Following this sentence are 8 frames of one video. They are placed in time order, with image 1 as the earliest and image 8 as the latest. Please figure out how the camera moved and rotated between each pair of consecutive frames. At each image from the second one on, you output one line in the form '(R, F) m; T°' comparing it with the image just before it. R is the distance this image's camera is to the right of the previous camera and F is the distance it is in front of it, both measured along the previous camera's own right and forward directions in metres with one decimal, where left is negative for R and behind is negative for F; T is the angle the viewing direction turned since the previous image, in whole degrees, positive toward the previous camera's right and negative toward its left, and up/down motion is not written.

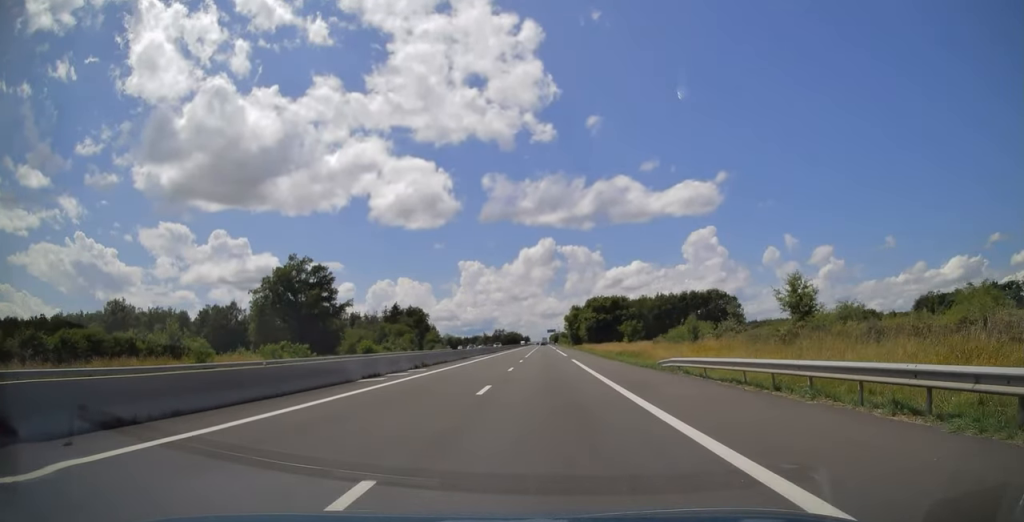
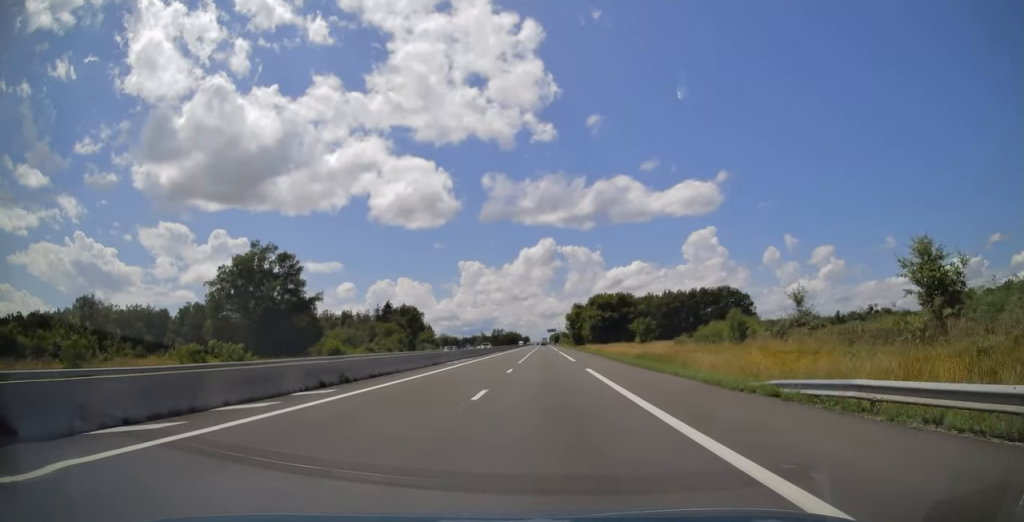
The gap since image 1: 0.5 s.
(-0.2, +14.4) m; 0°
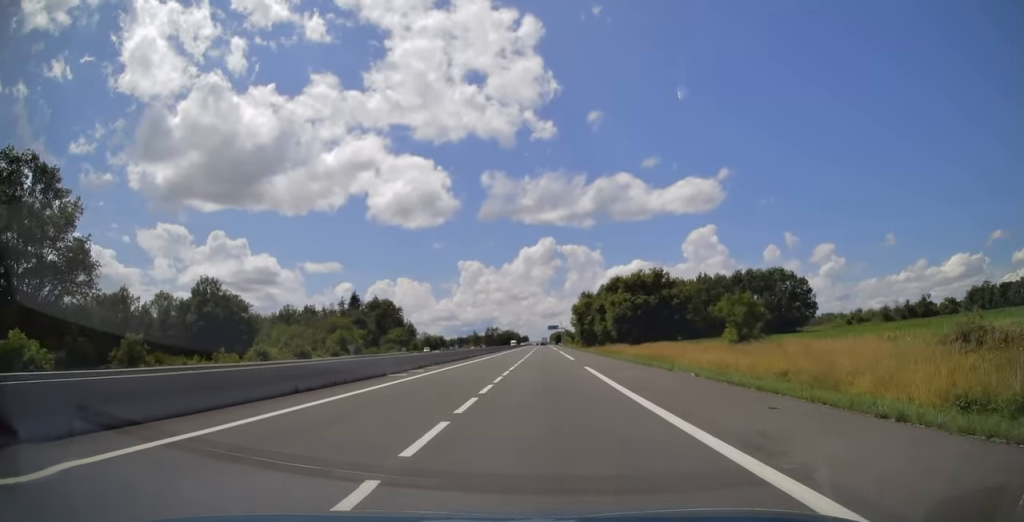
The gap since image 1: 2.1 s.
(+0.6, +50.3) m; +1°
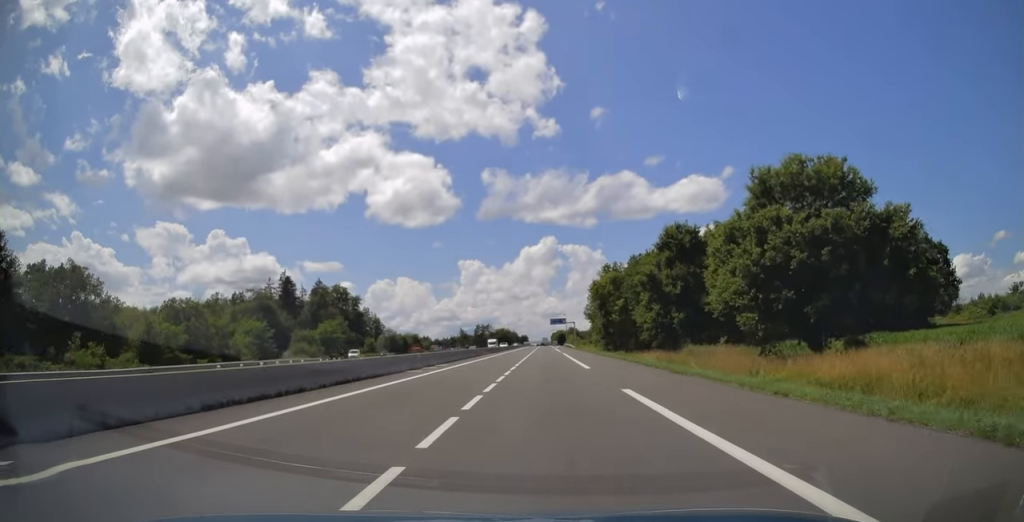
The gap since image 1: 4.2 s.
(0.0, +64.7) m; 0°
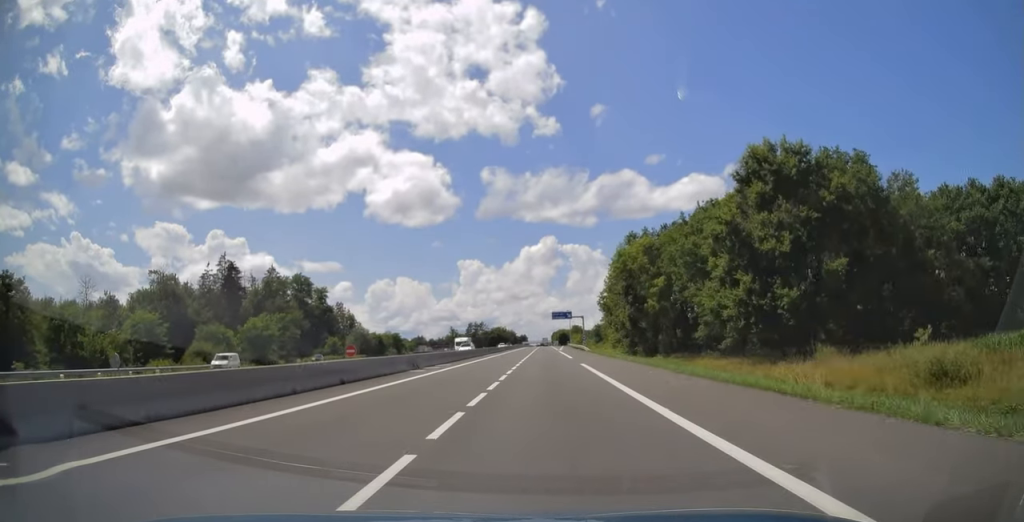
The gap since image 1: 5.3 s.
(0.0, +33.9) m; 0°
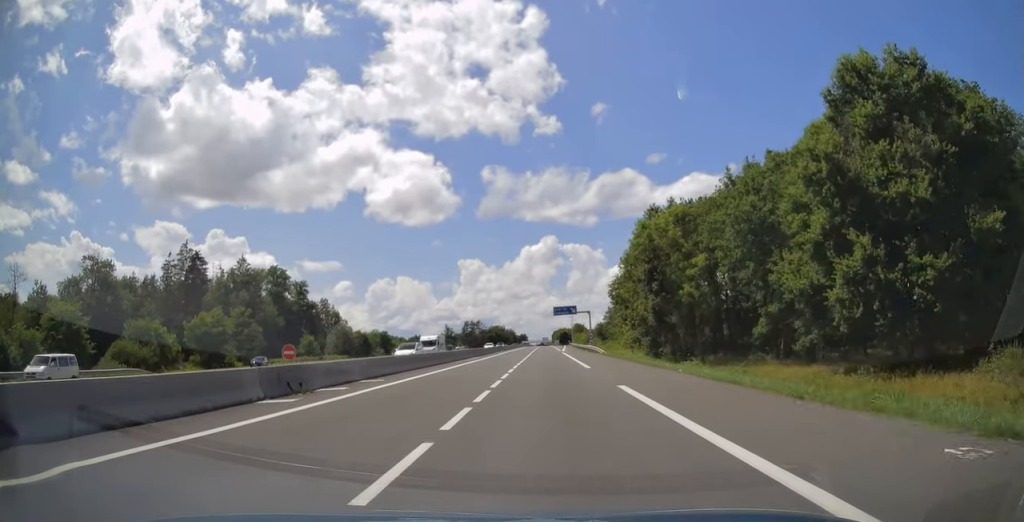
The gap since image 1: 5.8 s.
(0.0, +16.5) m; 0°
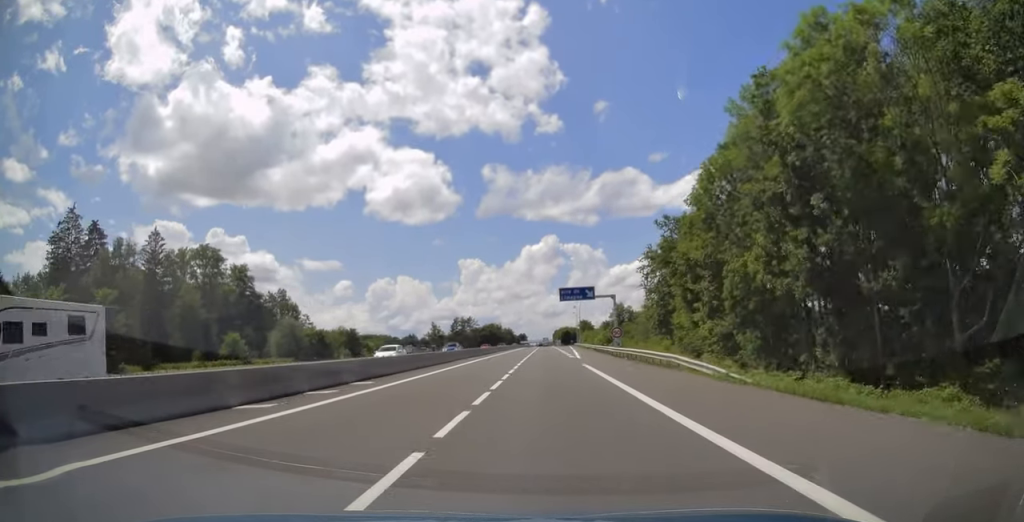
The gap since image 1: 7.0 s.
(0.0, +35.4) m; 0°
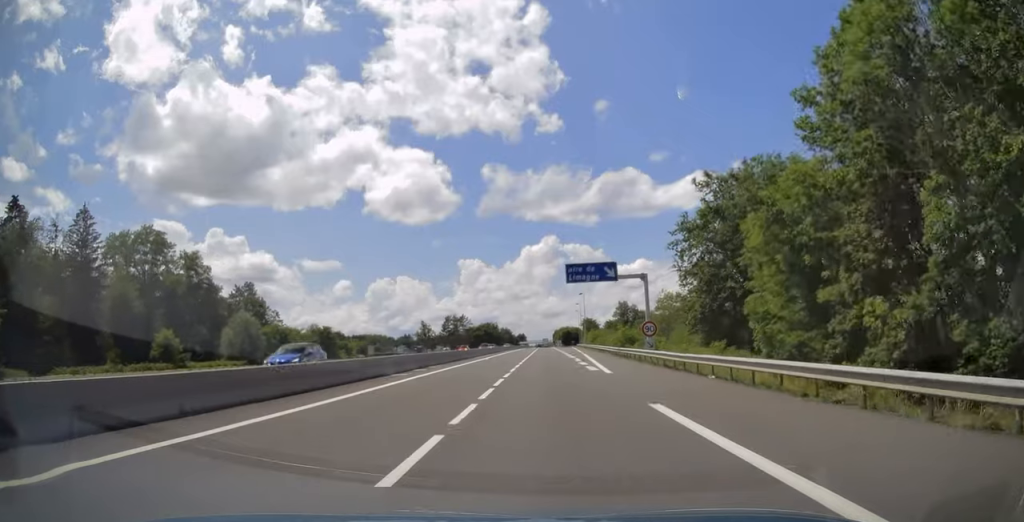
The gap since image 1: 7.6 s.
(0.0, +20.5) m; 0°
